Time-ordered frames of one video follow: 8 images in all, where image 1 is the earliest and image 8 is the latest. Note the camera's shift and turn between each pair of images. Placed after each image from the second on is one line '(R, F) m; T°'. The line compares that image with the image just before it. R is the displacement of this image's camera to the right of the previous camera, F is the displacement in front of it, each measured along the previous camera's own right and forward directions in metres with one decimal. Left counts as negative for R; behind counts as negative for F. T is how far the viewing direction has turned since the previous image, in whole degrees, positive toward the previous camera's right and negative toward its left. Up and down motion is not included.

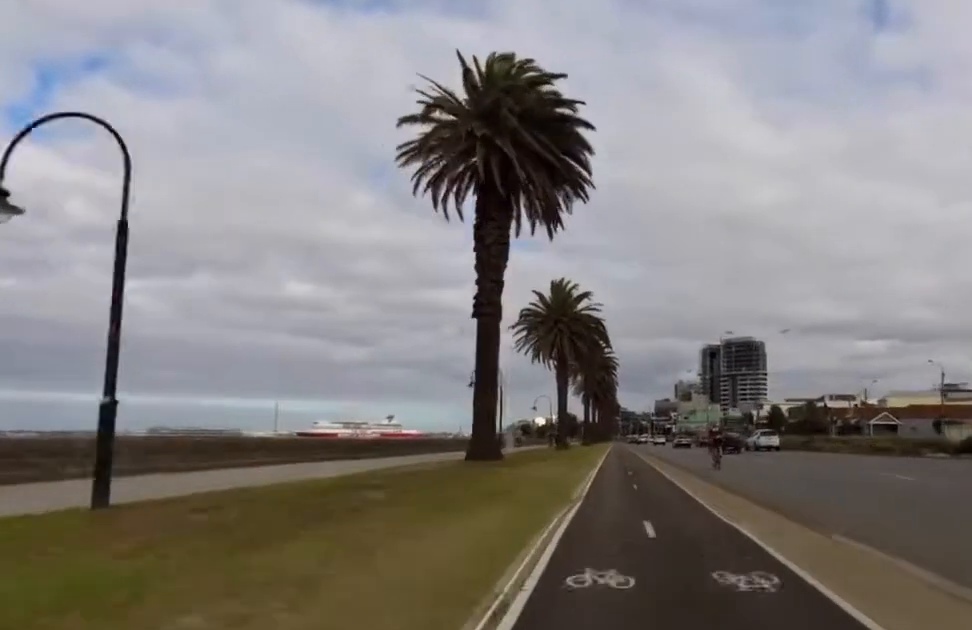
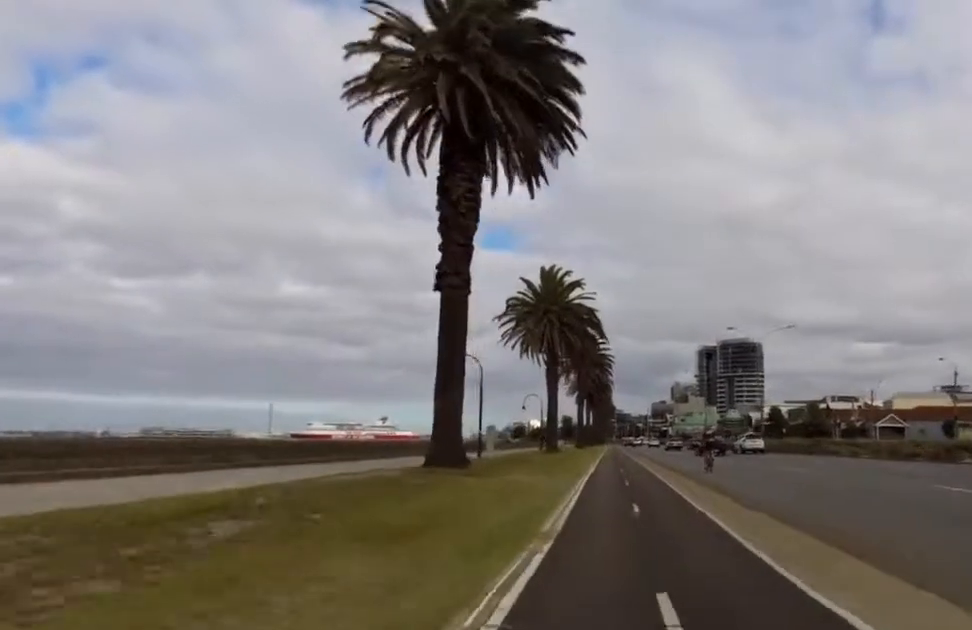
(-0.1, +4.5) m; +1°
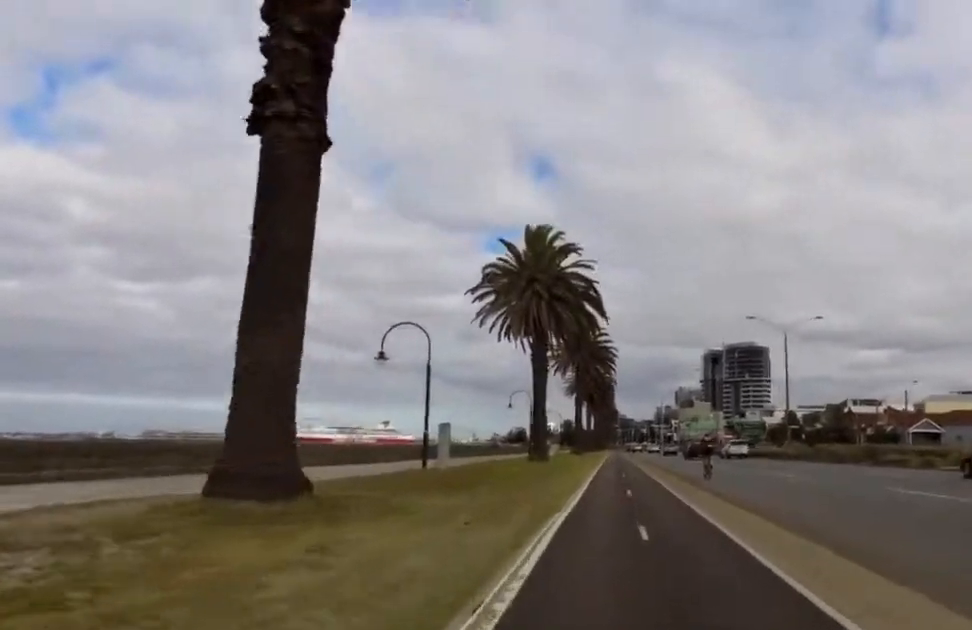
(+0.8, +10.5) m; +5°
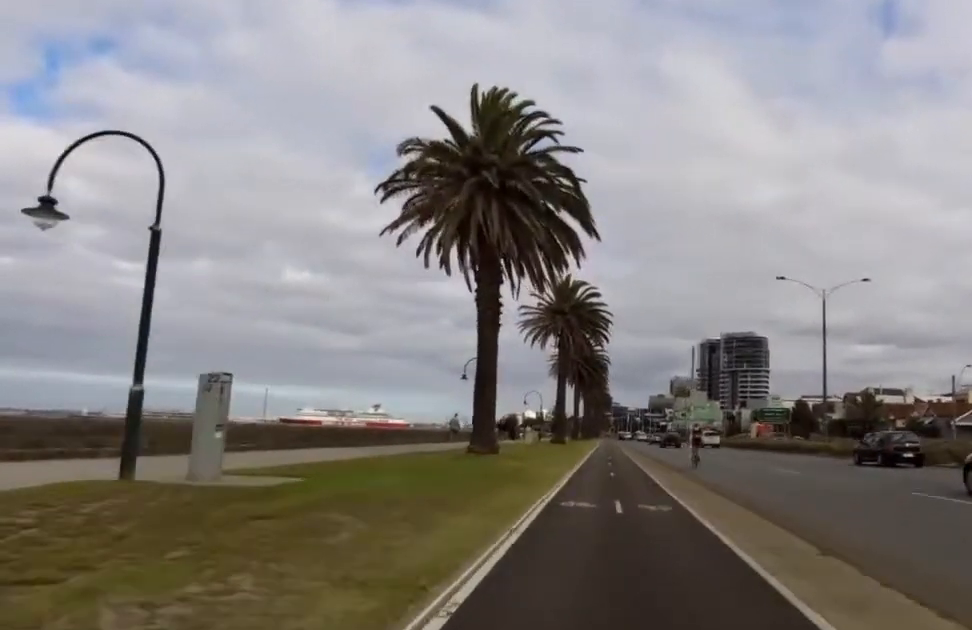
(-0.5, +13.8) m; -5°
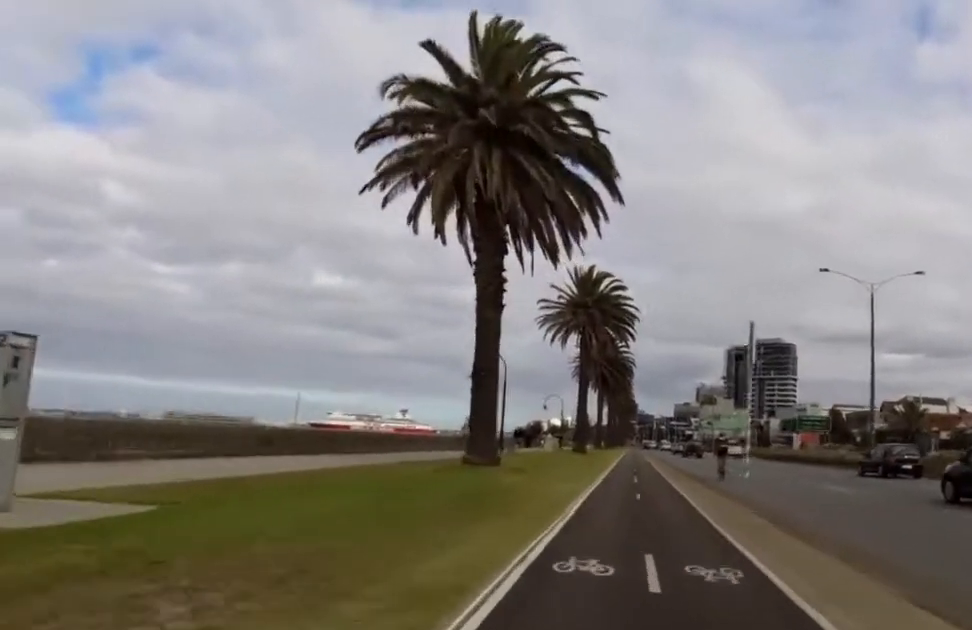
(-0.2, +4.5) m; 0°
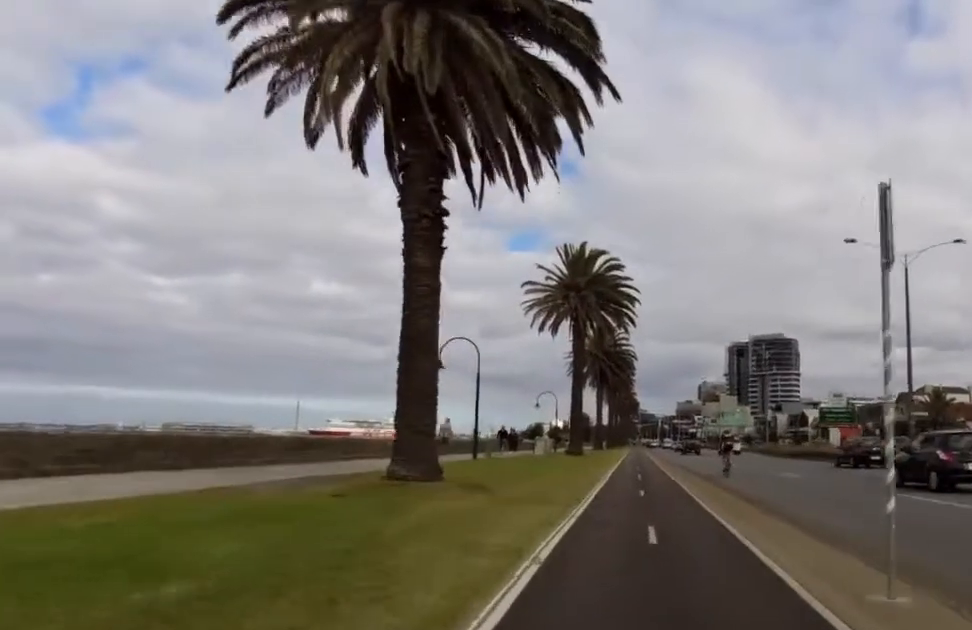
(+0.3, +6.6) m; +5°
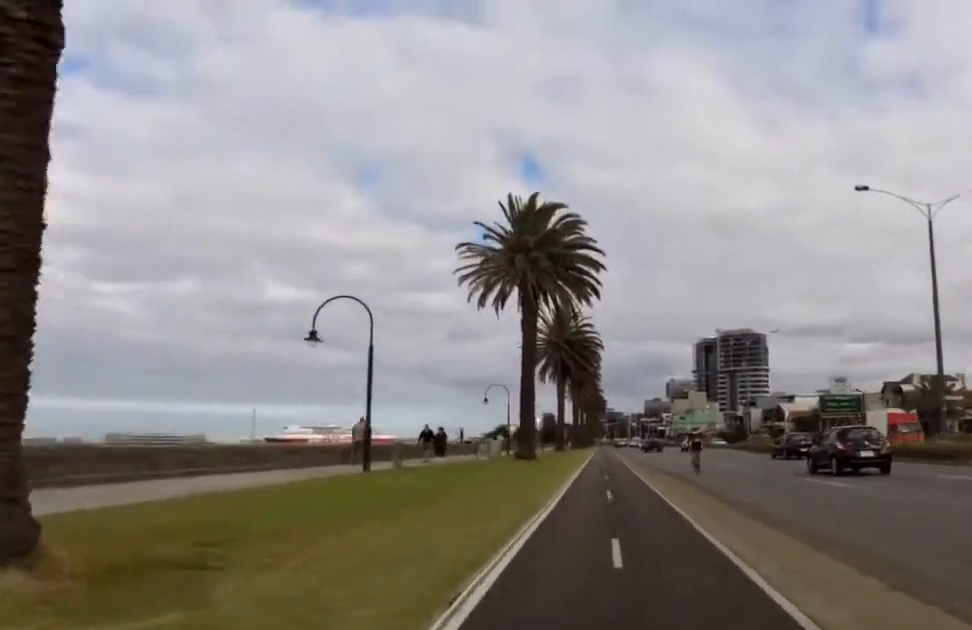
(+0.6, +8.9) m; -4°
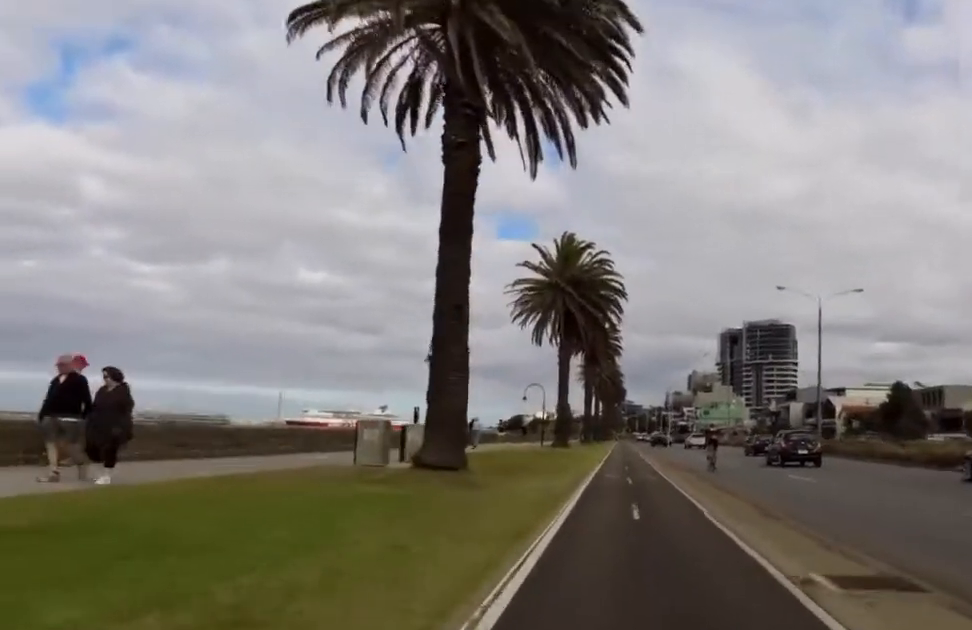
(-0.7, +20.1) m; 0°
